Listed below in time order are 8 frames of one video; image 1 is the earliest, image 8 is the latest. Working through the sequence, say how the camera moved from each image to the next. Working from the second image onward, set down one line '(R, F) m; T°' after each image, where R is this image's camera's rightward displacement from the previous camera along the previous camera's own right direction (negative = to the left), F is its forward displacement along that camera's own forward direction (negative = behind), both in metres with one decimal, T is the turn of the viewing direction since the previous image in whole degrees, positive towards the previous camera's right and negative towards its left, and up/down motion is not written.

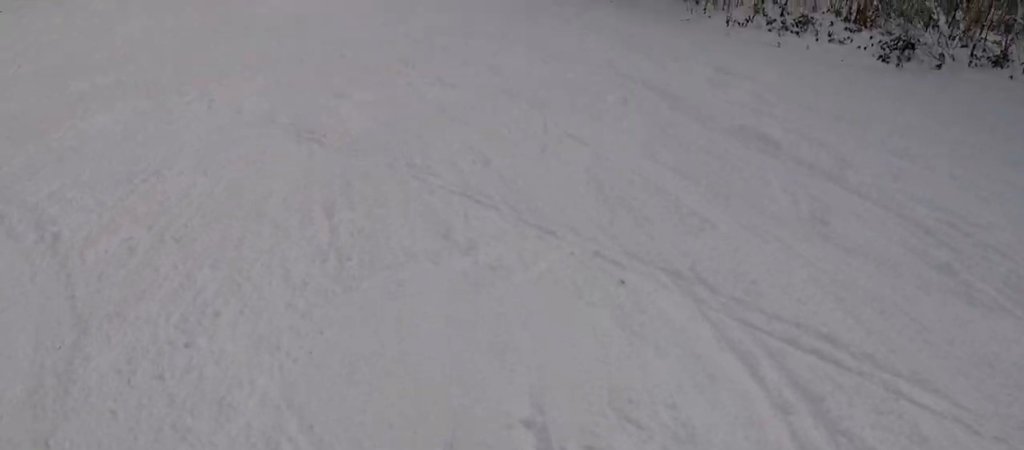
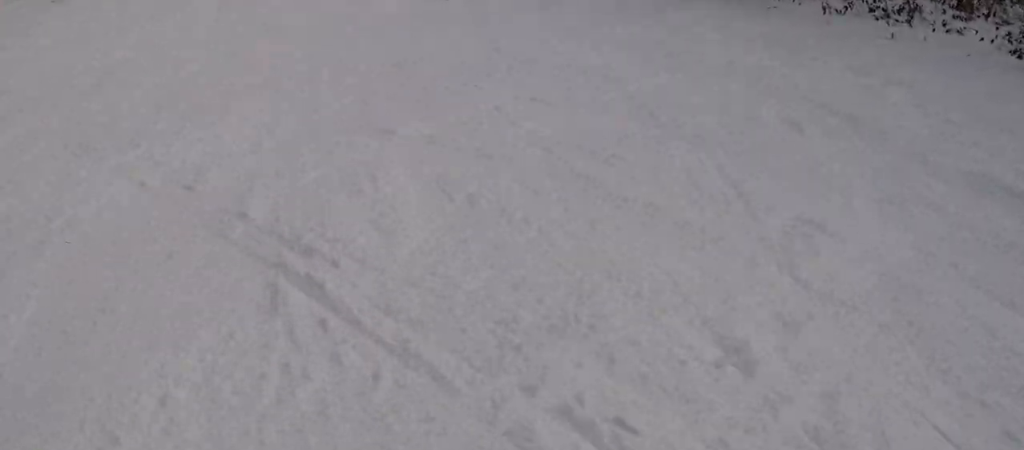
(+0.6, +4.5) m; +13°
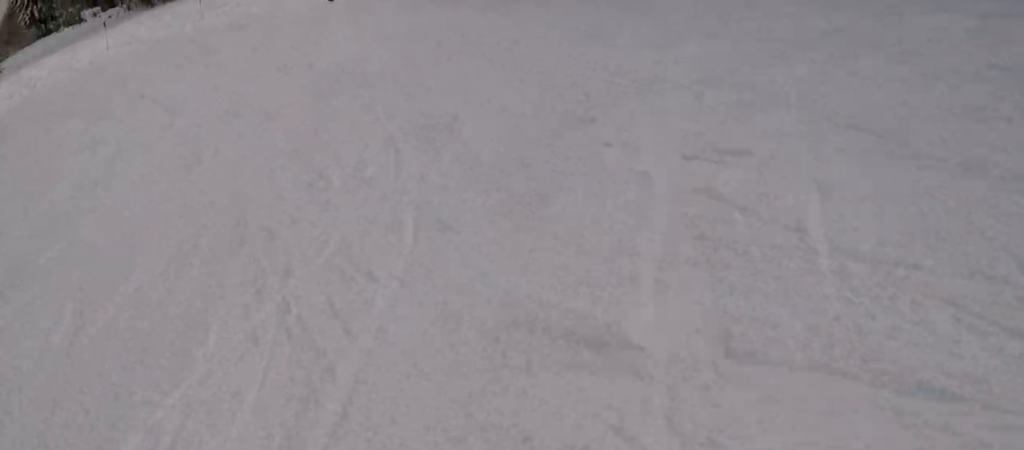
(+0.3, +4.2) m; +13°
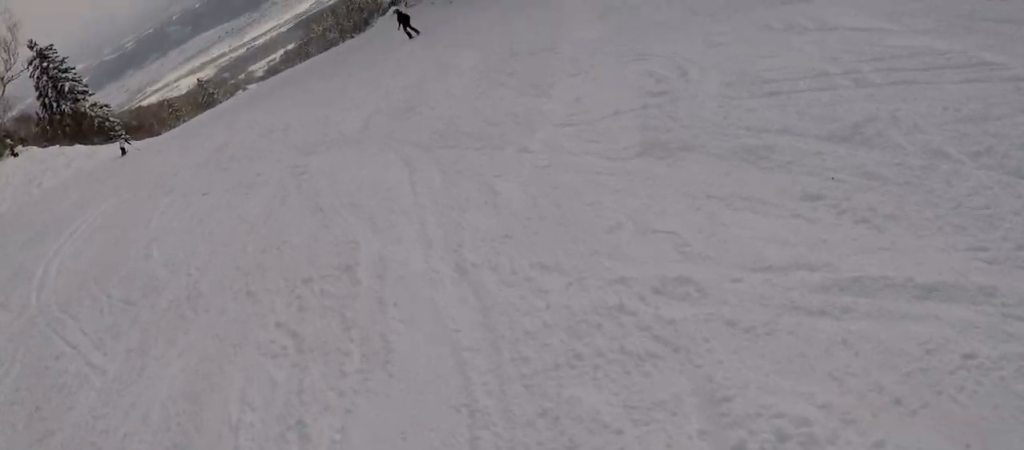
(+1.4, +6.7) m; +11°
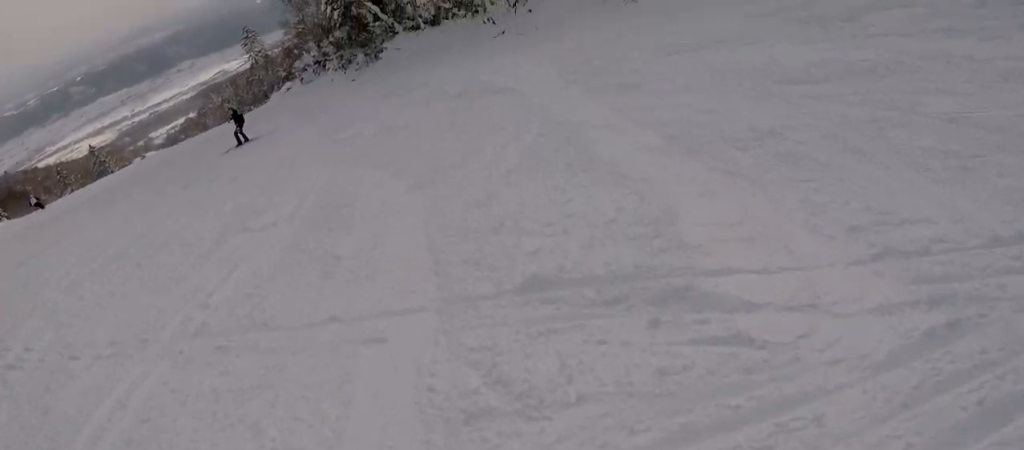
(-0.1, +5.8) m; -1°
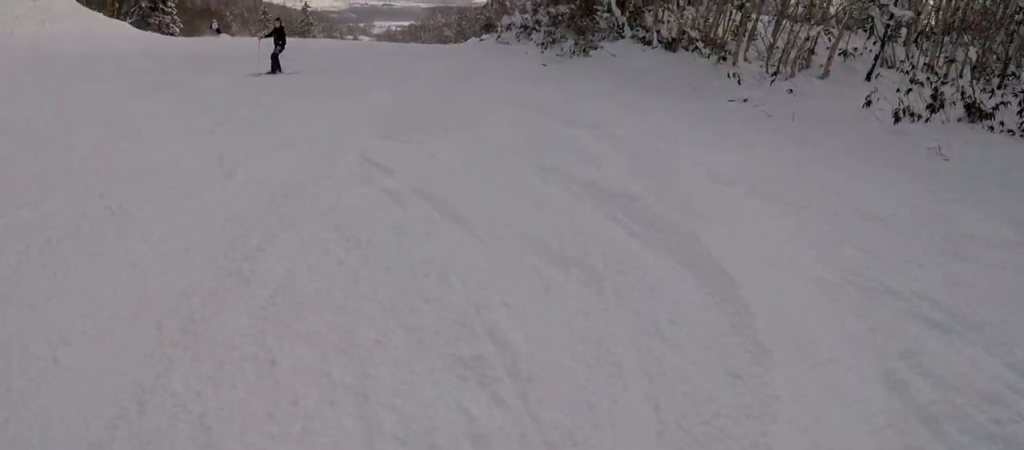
(+0.2, +4.9) m; -9°
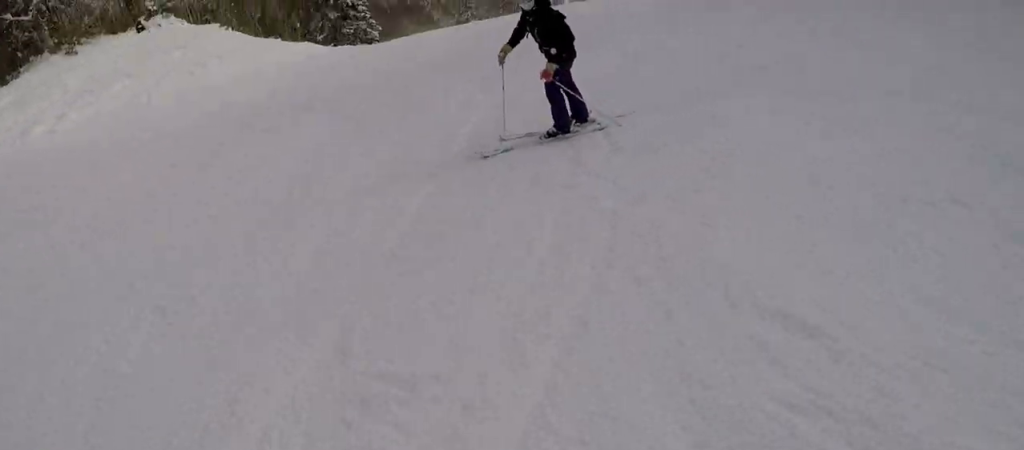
(-1.7, +8.4) m; +6°
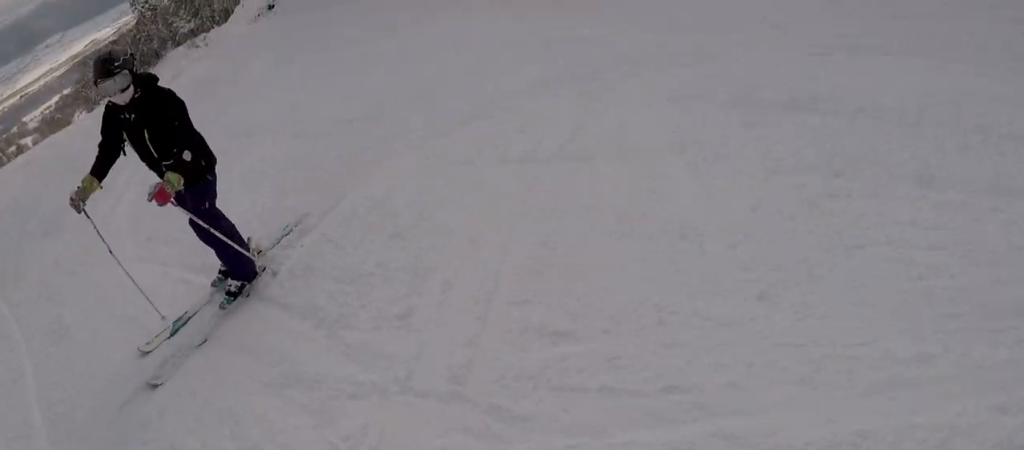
(+0.6, +2.8) m; +3°
